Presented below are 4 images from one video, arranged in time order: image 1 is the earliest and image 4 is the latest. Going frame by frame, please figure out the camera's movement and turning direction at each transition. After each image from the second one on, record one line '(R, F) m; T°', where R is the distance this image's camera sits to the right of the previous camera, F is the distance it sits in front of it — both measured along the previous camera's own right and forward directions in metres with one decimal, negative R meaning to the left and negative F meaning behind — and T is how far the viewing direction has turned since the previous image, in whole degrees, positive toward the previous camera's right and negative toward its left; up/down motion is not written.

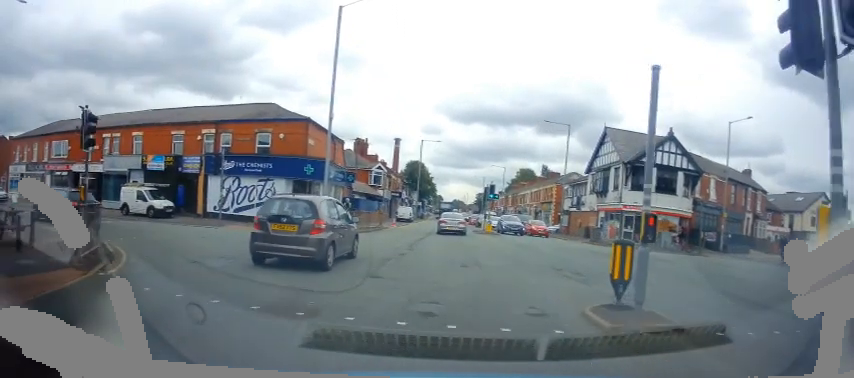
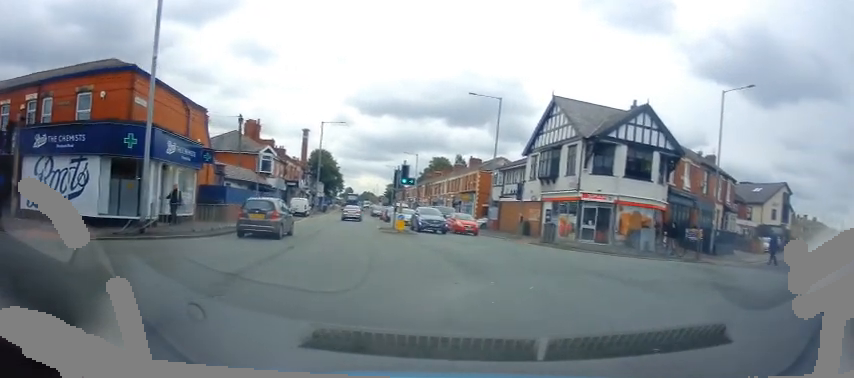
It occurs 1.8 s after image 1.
(+0.8, +9.5) m; +20°
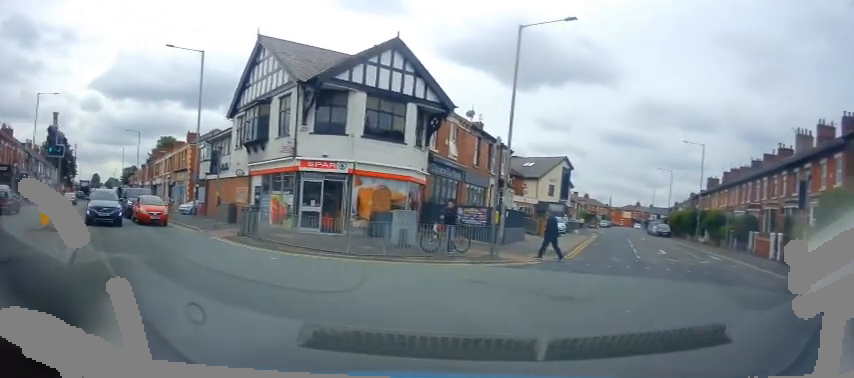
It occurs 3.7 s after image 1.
(+2.4, +8.4) m; +31°
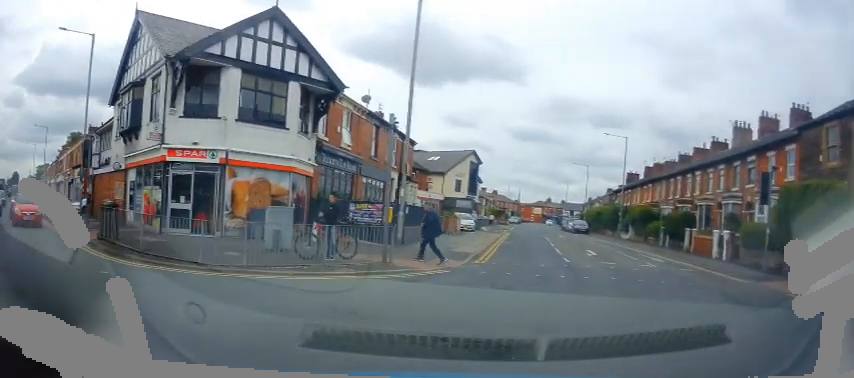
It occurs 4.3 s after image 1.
(+0.3, +3.1) m; +9°
